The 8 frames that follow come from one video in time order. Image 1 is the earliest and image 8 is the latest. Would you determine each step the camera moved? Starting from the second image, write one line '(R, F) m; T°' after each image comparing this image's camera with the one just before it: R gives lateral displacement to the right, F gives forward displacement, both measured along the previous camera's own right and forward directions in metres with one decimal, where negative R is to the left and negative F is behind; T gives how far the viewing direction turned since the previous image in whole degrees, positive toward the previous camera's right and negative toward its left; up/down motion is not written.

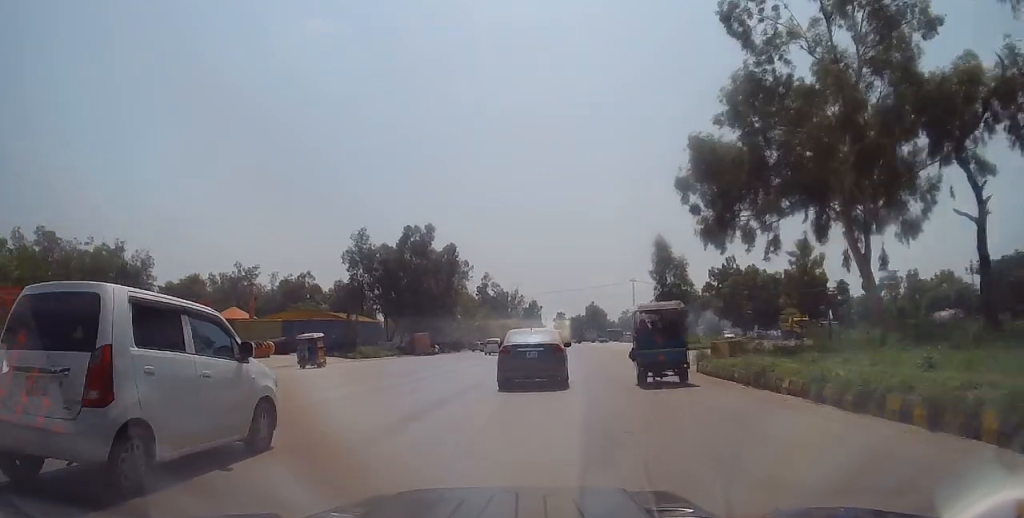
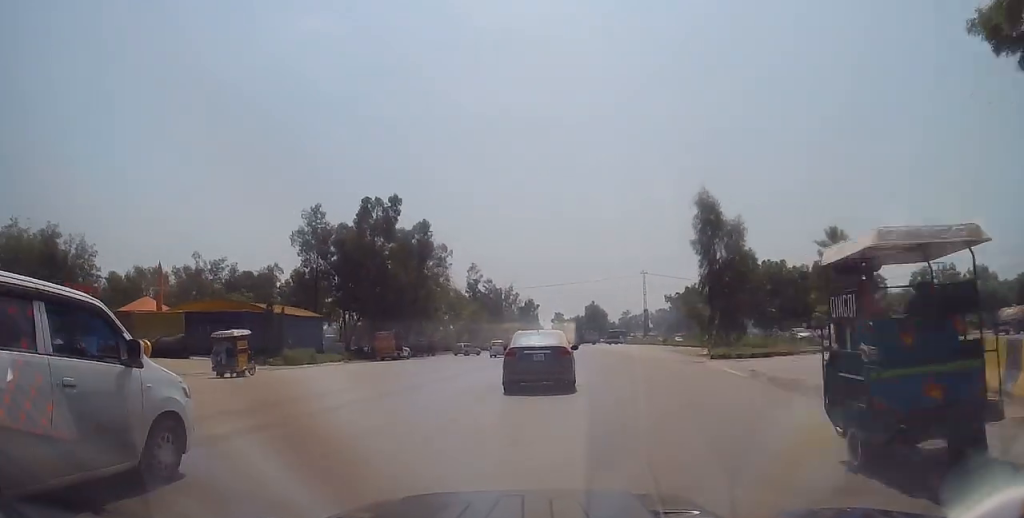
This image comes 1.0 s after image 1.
(-0.1, +17.3) m; 0°
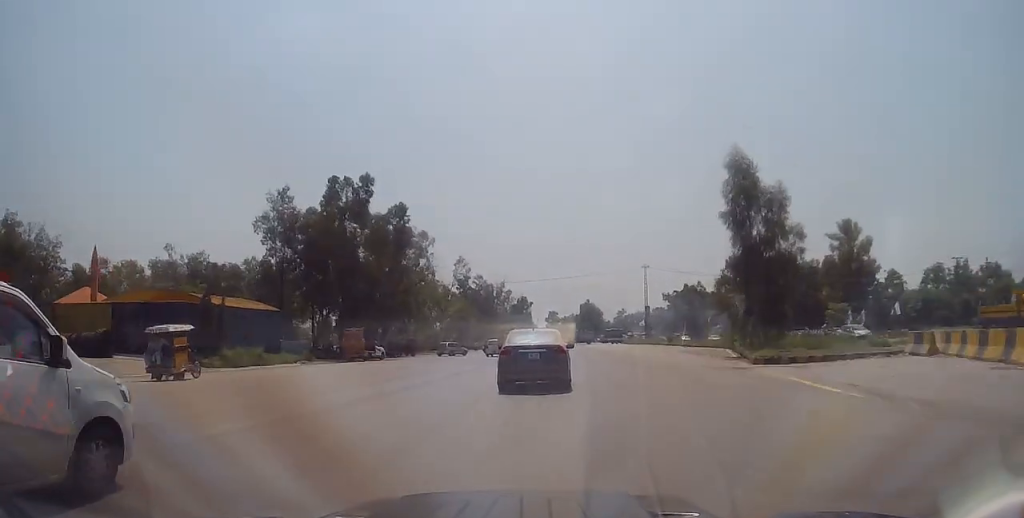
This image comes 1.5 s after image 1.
(+0.2, +8.1) m; 0°
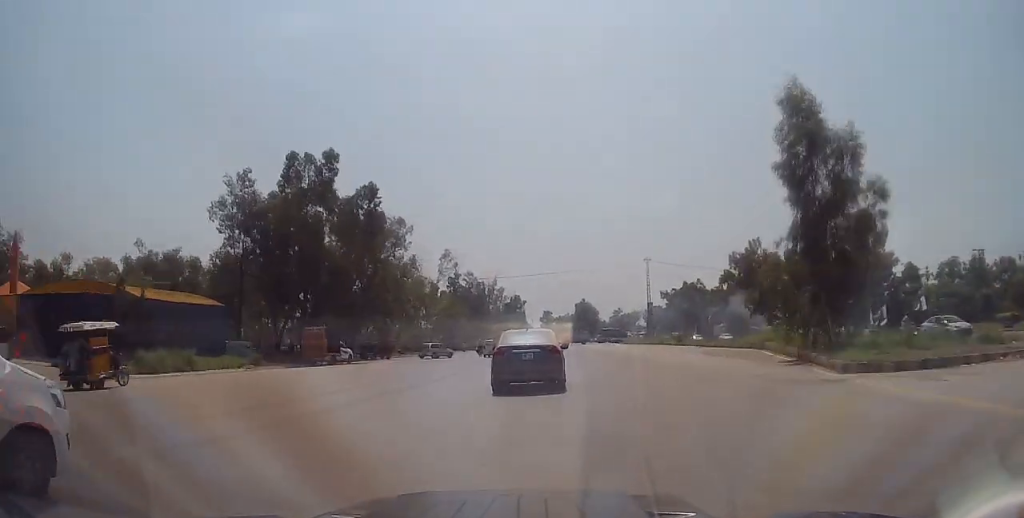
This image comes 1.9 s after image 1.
(0.0, +8.0) m; 0°
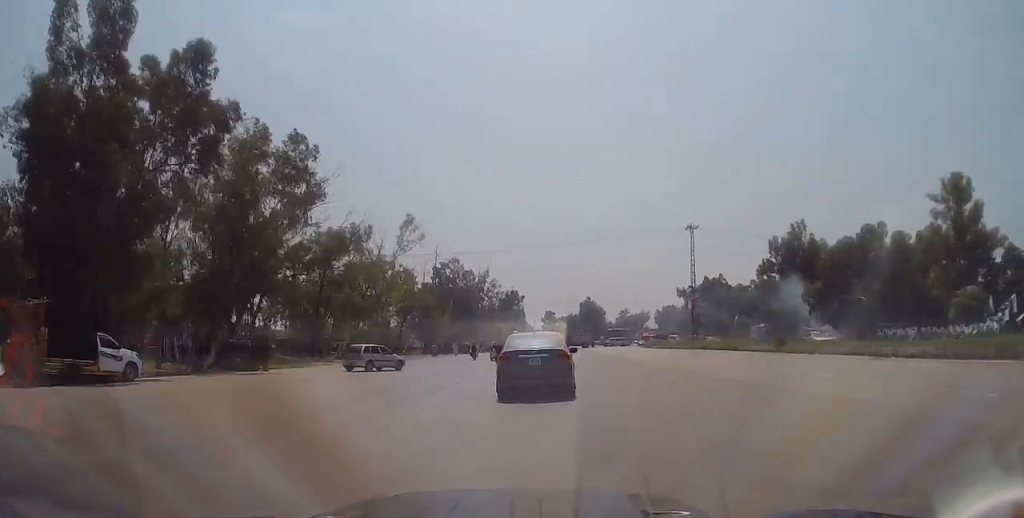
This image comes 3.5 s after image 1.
(-0.4, +26.4) m; 0°
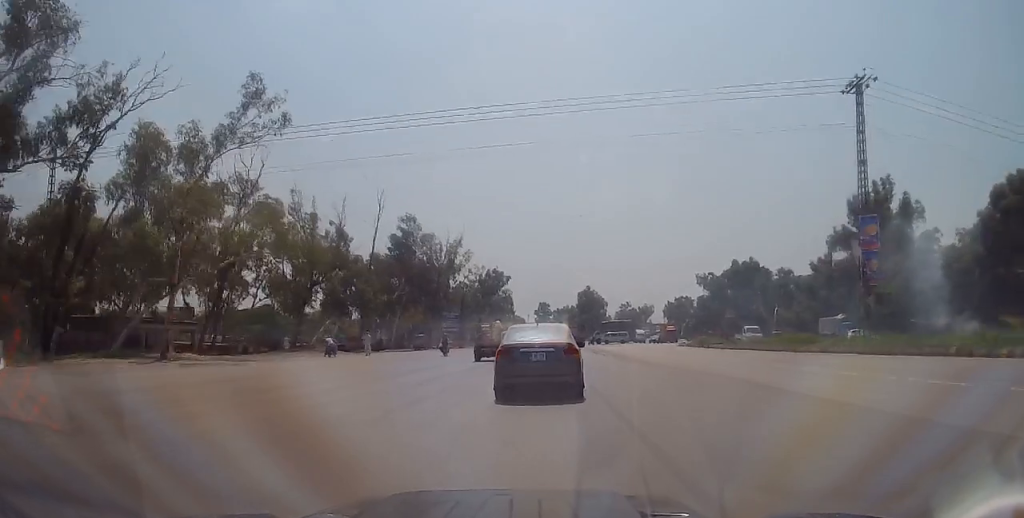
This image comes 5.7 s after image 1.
(+0.7, +35.9) m; 0°
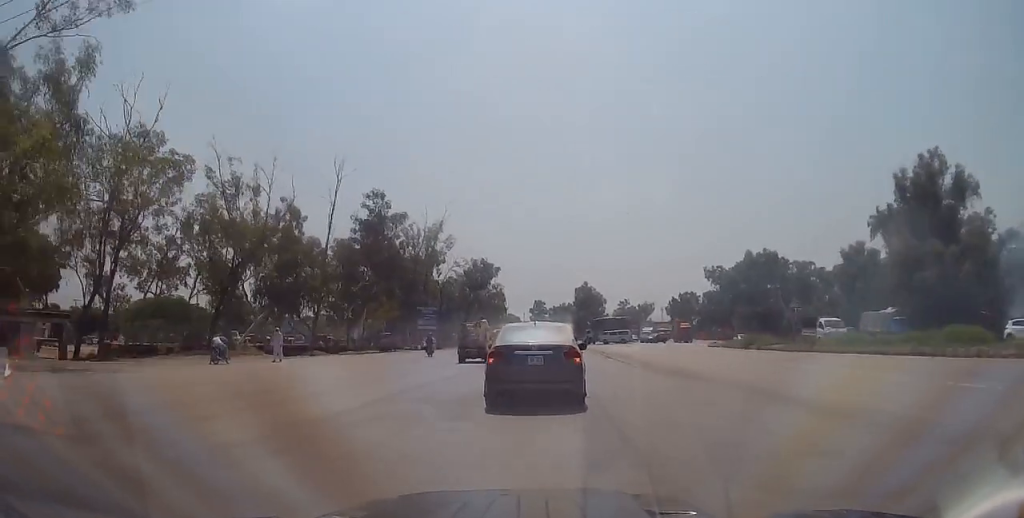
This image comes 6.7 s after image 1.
(-0.4, +14.5) m; +1°
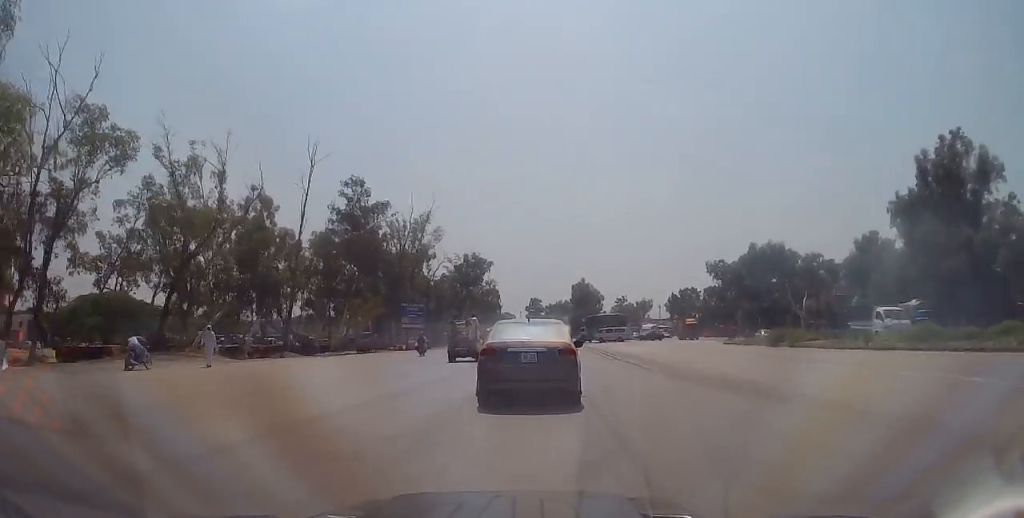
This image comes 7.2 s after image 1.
(+0.3, +6.0) m; +1°
